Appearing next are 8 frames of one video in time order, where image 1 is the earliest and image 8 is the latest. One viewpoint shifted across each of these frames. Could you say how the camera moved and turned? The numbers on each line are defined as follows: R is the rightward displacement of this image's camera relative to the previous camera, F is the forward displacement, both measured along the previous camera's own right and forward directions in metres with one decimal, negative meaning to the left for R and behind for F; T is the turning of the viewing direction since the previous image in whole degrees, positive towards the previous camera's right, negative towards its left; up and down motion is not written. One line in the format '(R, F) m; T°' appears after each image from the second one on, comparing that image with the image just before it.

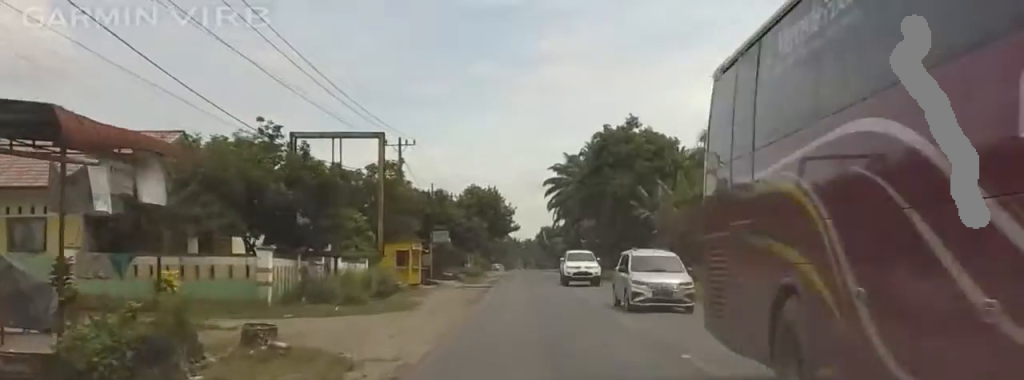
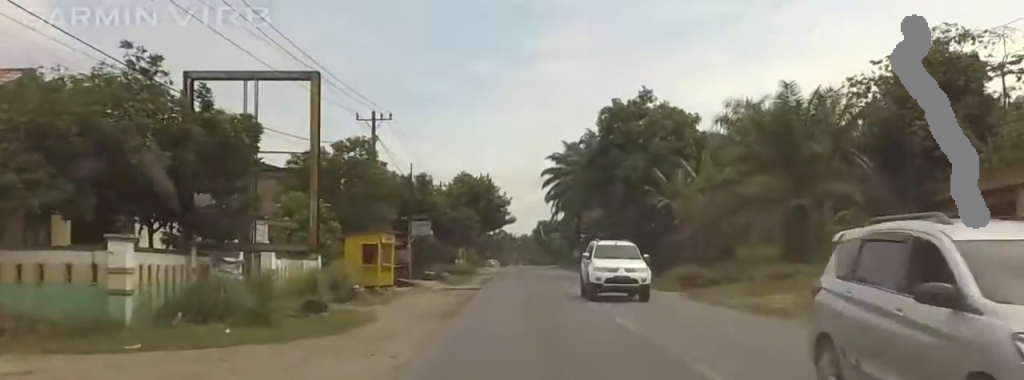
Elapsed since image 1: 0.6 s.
(0.0, +8.8) m; 0°
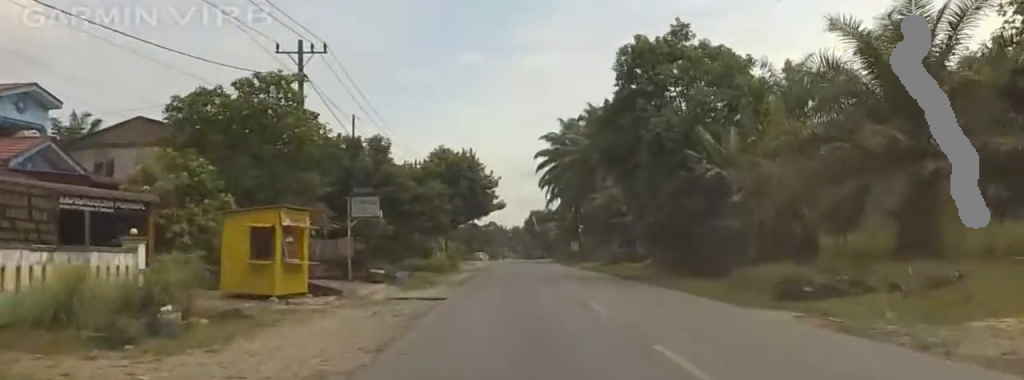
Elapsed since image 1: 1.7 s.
(0.0, +13.9) m; 0°
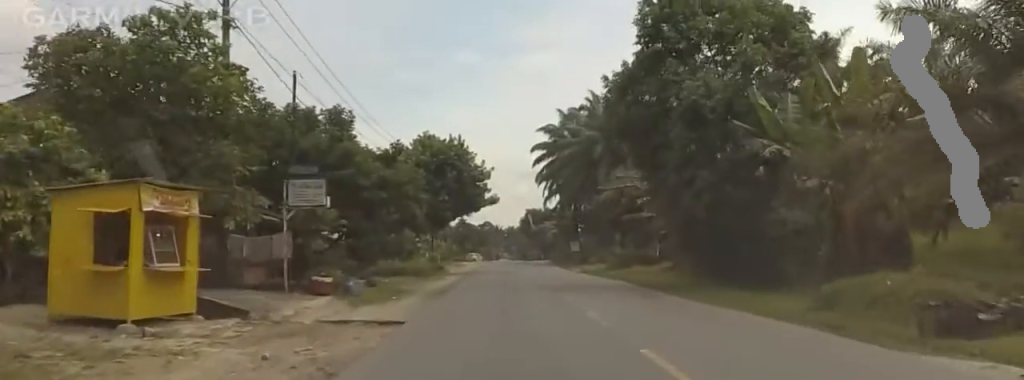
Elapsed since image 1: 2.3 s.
(0.0, +7.8) m; 0°
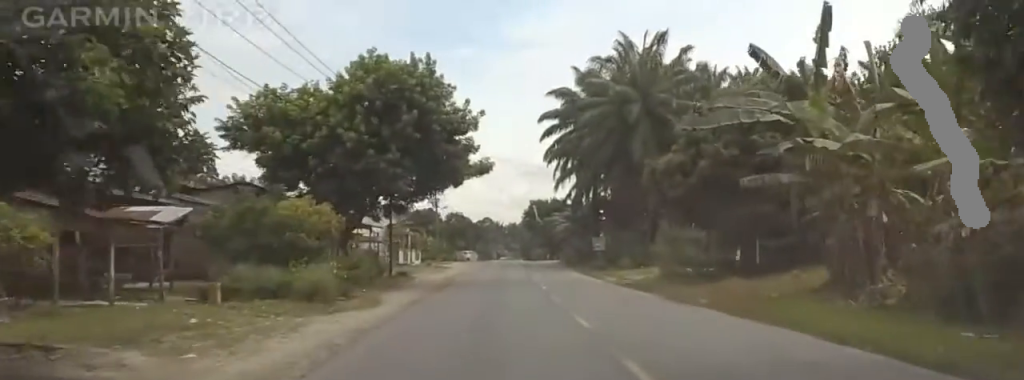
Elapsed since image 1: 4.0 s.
(-0.8, +20.7) m; -9°
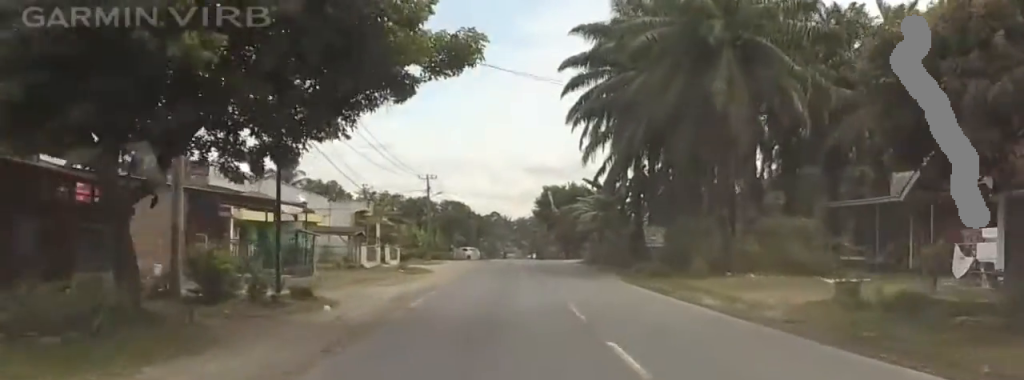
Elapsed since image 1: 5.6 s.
(-2.0, +17.2) m; -12°
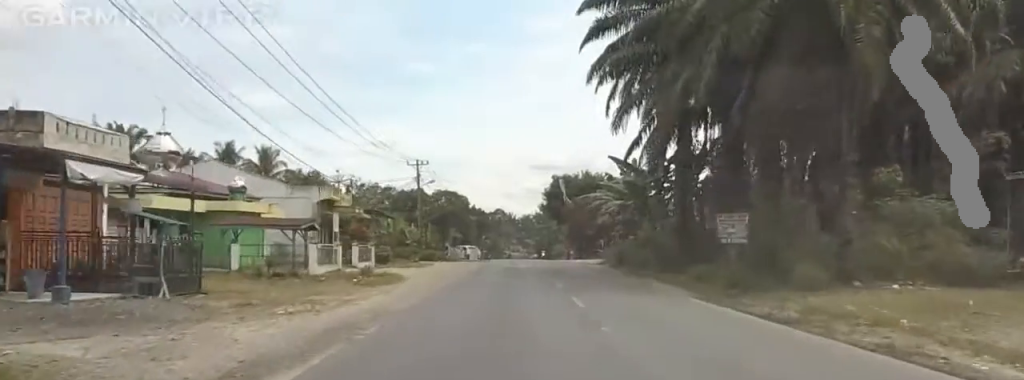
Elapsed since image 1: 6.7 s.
(-0.7, +10.6) m; -11°
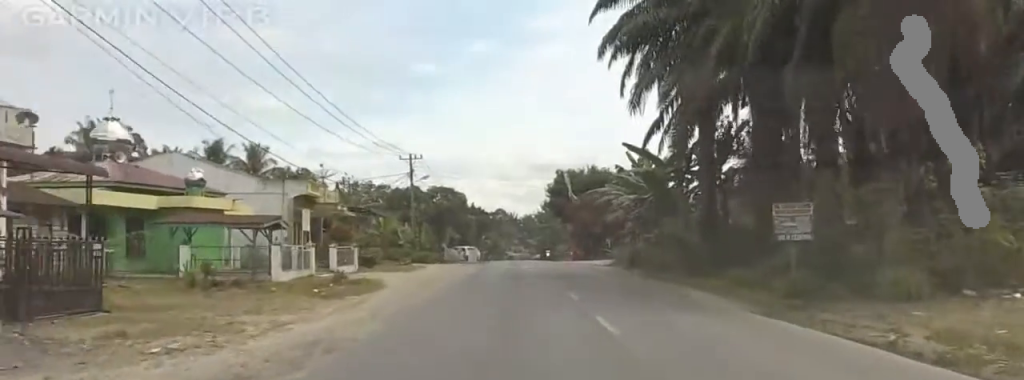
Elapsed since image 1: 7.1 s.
(+0.2, +4.5) m; -6°
